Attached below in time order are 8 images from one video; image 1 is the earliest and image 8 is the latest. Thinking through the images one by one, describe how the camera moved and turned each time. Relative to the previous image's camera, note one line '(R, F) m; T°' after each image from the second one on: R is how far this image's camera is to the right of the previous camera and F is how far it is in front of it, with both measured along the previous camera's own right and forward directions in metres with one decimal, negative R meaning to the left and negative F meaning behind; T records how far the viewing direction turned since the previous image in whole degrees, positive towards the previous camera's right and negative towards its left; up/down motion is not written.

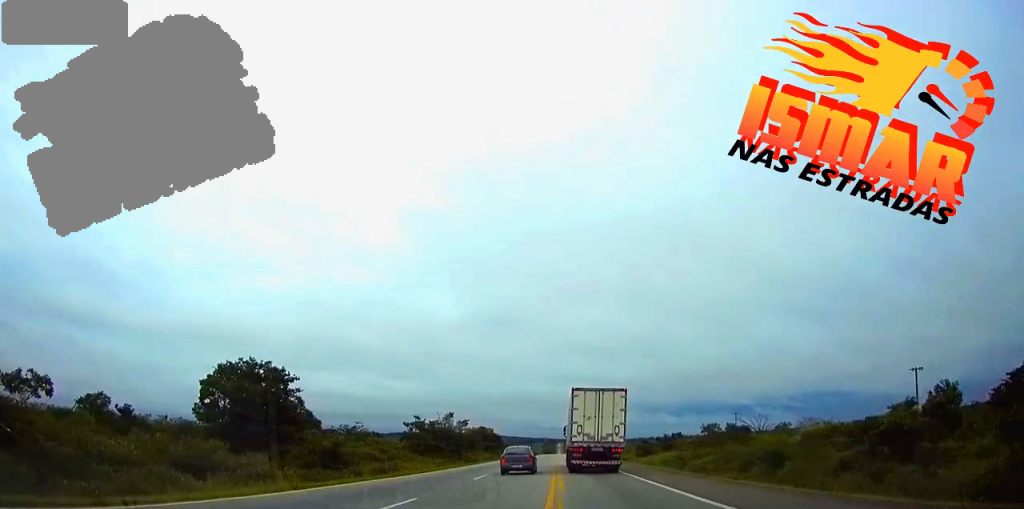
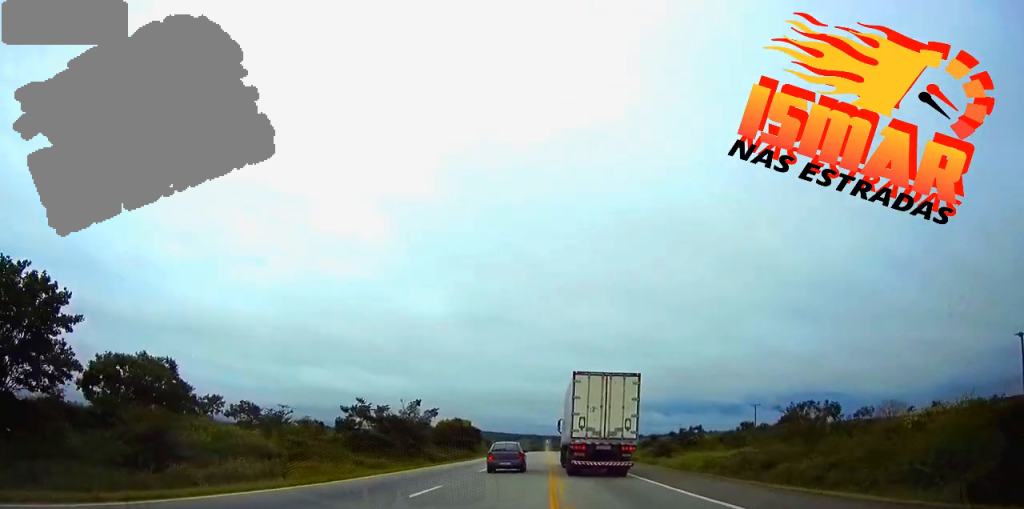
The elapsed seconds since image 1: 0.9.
(+0.2, +28.5) m; +1°
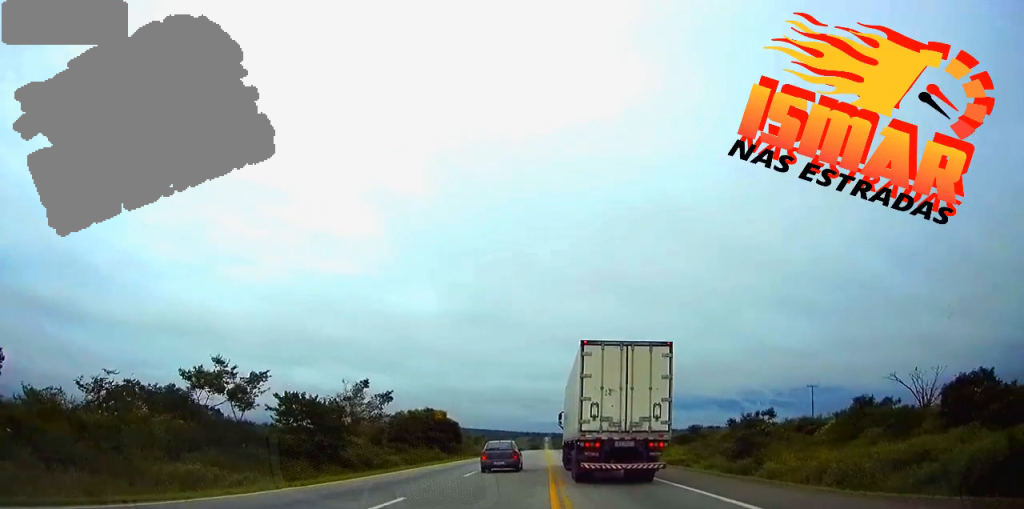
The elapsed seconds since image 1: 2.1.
(+0.2, +37.9) m; 0°
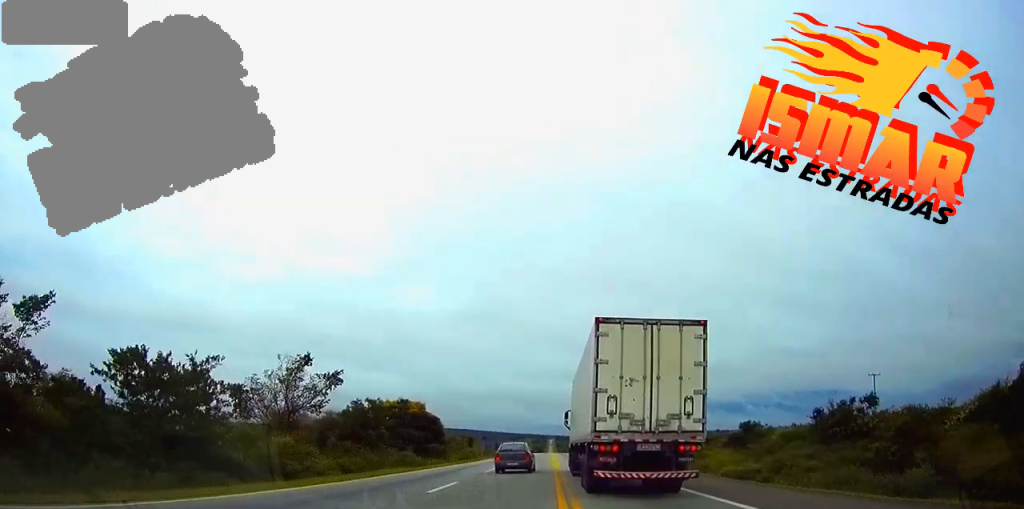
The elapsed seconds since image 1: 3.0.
(-0.1, +25.2) m; 0°
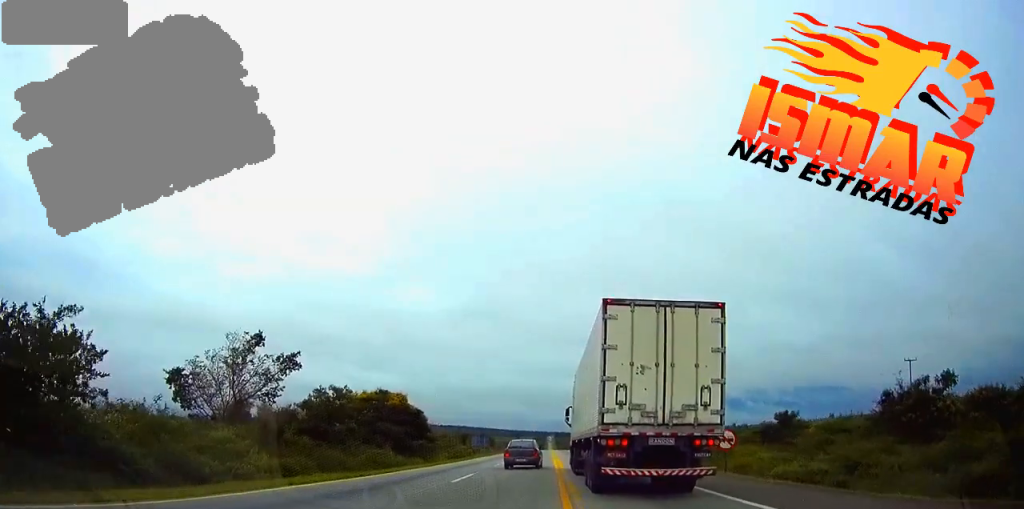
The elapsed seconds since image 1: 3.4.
(0.0, +12.4) m; 0°
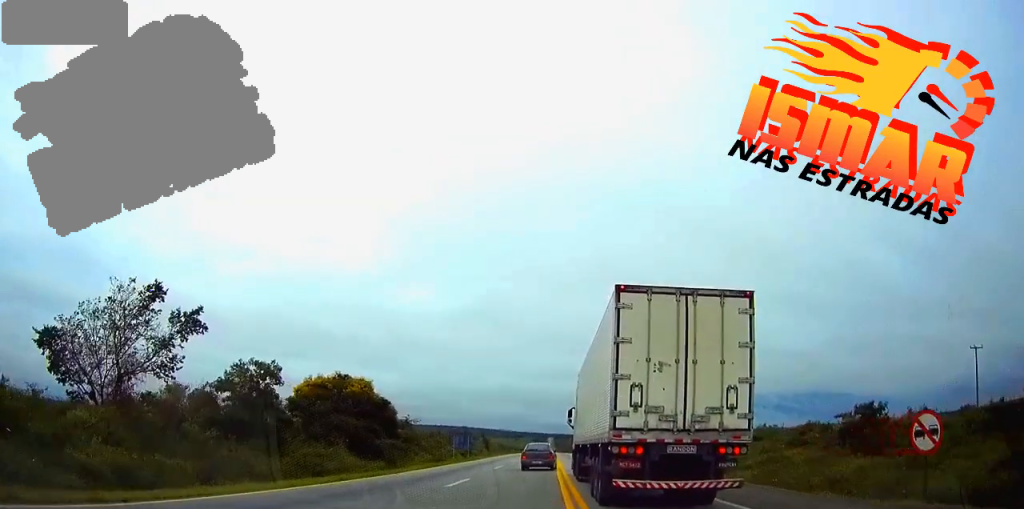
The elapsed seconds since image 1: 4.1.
(0.0, +17.7) m; 0°
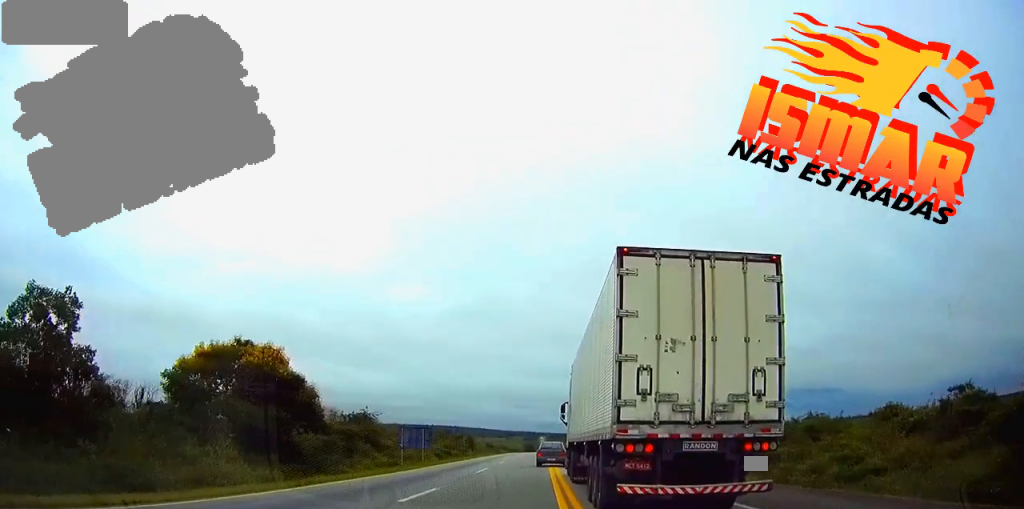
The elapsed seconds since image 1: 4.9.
(+0.1, +21.9) m; 0°
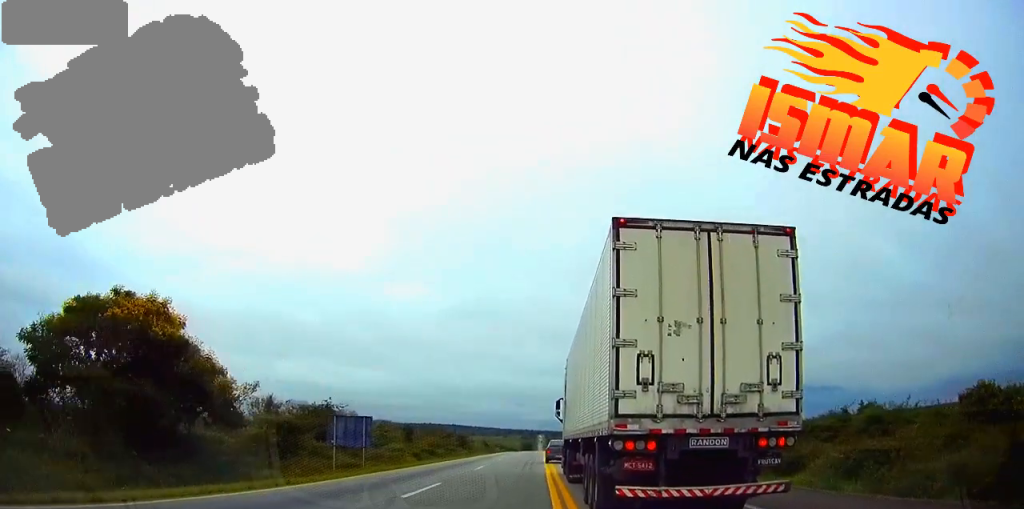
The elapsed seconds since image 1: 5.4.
(0.0, +15.3) m; 0°
